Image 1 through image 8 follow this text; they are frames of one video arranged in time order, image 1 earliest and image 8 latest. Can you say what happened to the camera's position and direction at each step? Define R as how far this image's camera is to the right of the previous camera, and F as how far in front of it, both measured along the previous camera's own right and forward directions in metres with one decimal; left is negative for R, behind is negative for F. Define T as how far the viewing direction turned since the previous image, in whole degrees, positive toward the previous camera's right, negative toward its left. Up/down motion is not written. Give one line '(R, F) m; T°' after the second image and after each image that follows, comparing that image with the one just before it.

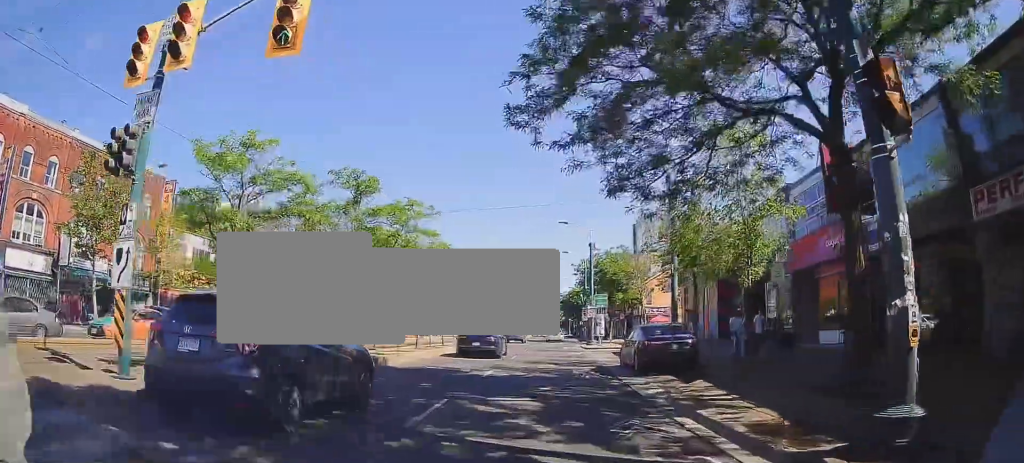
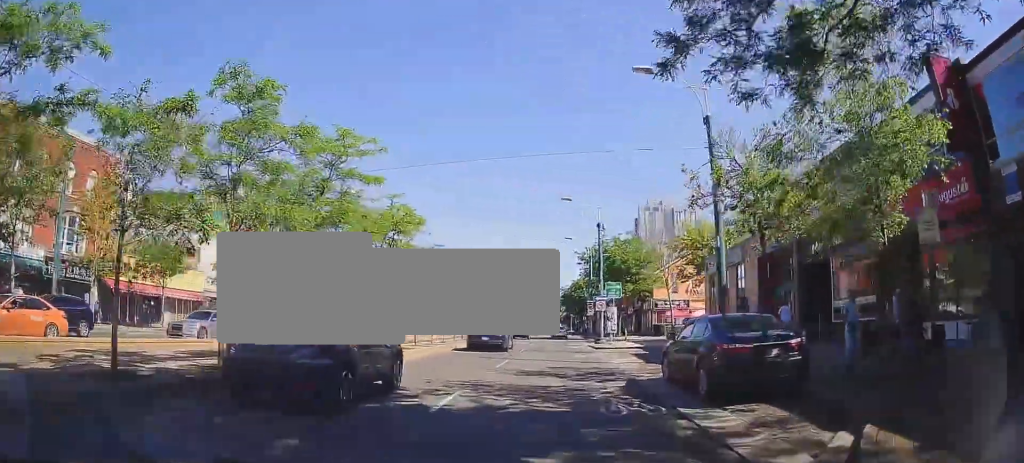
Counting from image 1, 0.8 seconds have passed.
(+0.1, +6.4) m; 0°
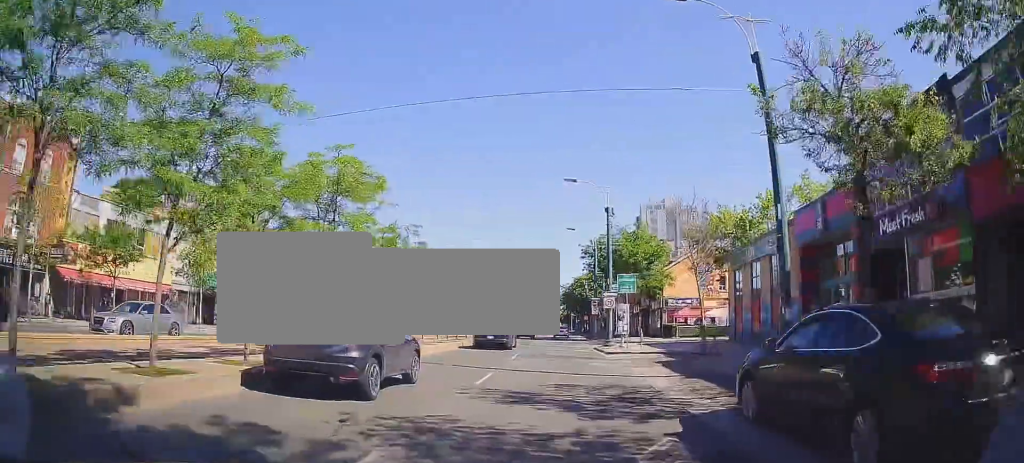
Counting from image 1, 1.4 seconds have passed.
(+0.1, +4.9) m; -1°
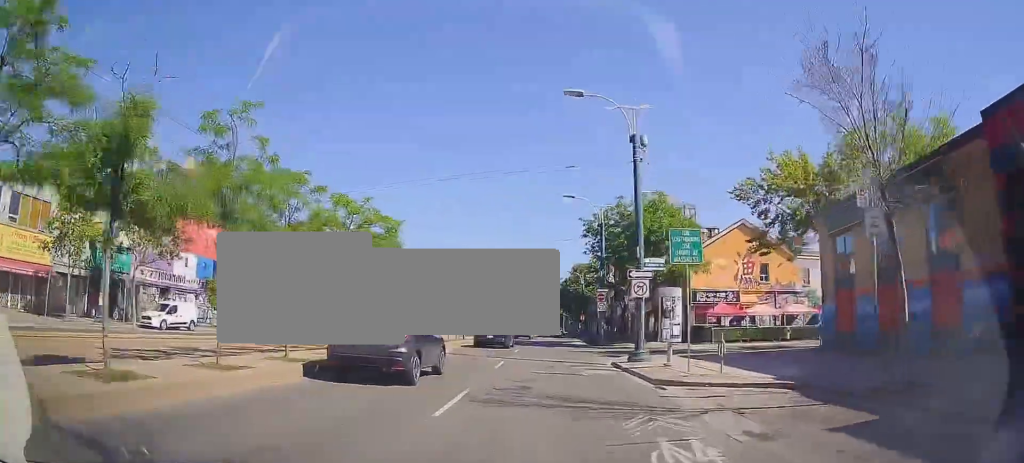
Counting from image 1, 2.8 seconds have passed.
(-0.3, +12.7) m; 0°
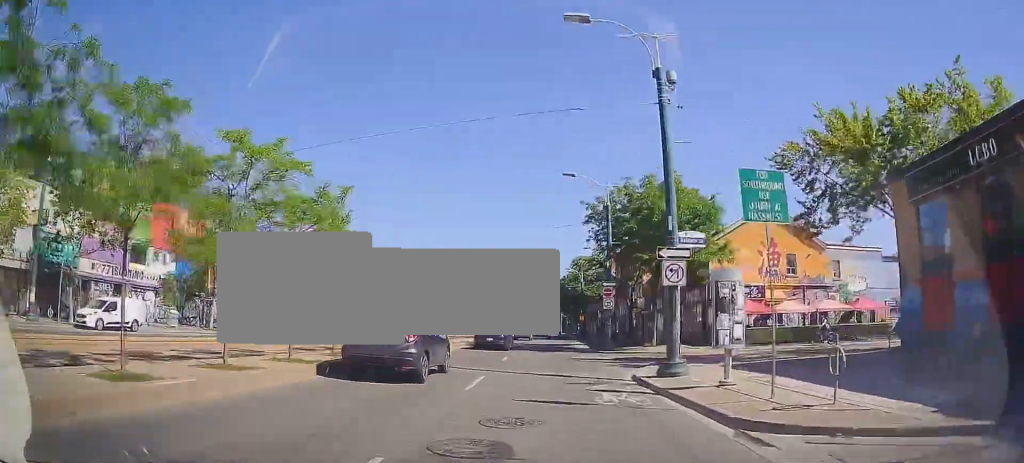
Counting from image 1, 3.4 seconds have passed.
(0.0, +5.4) m; +1°
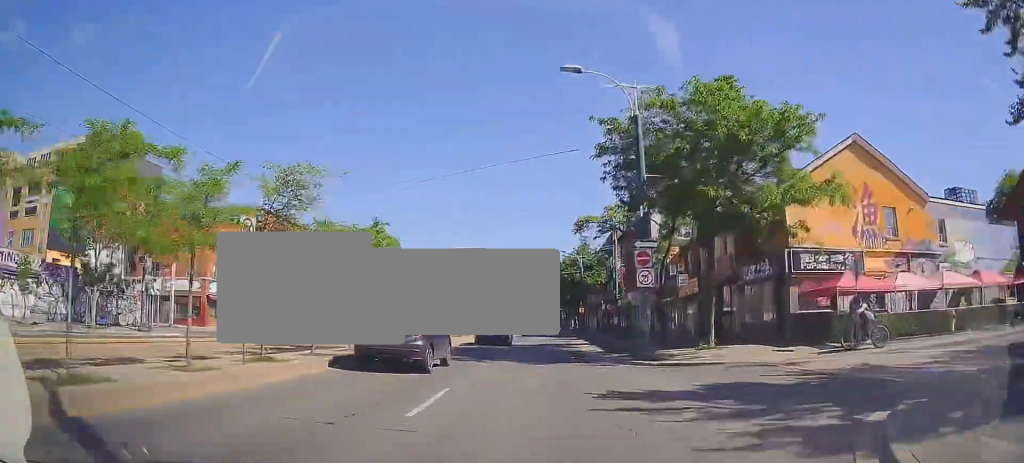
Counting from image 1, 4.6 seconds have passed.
(+0.1, +12.7) m; 0°
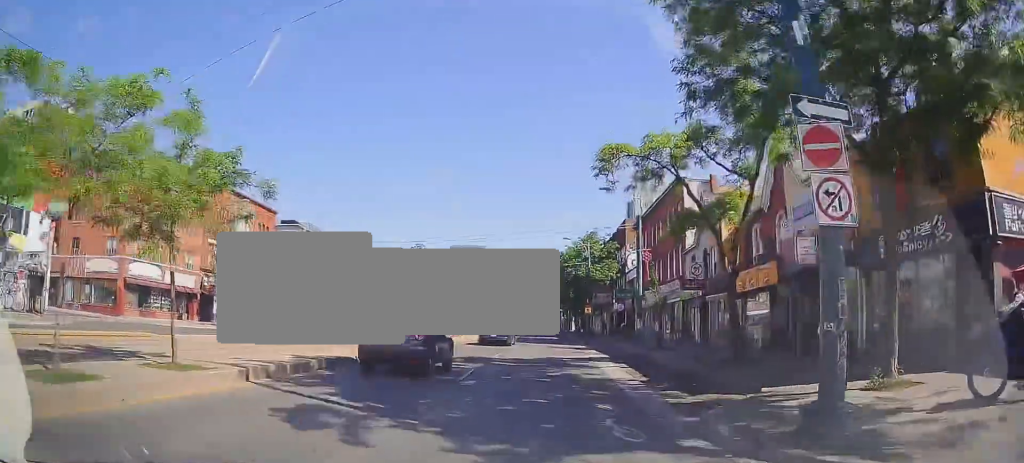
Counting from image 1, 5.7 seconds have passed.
(-0.1, +11.9) m; 0°
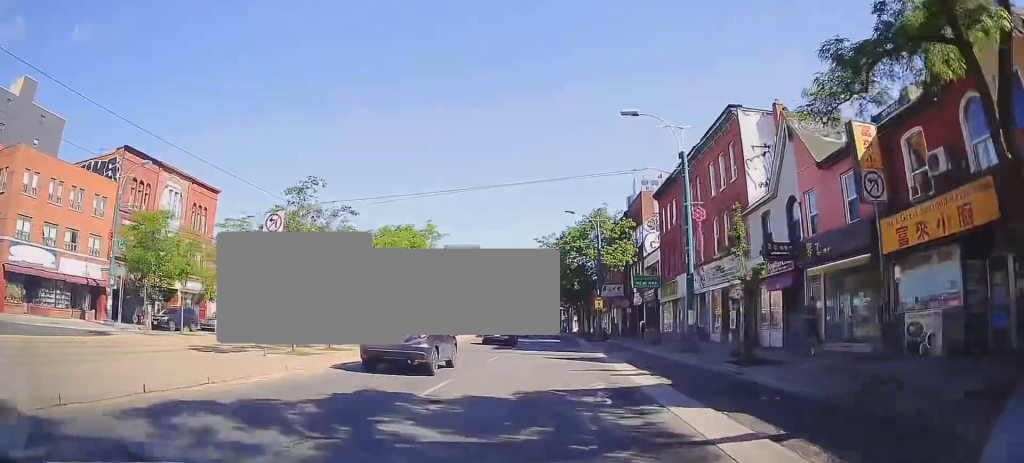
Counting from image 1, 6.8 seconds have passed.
(+0.1, +13.0) m; 0°
